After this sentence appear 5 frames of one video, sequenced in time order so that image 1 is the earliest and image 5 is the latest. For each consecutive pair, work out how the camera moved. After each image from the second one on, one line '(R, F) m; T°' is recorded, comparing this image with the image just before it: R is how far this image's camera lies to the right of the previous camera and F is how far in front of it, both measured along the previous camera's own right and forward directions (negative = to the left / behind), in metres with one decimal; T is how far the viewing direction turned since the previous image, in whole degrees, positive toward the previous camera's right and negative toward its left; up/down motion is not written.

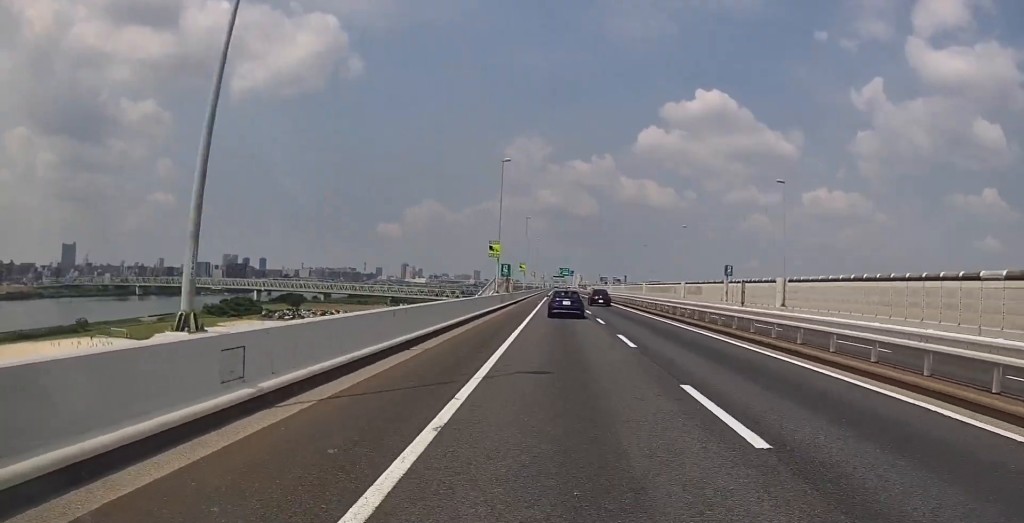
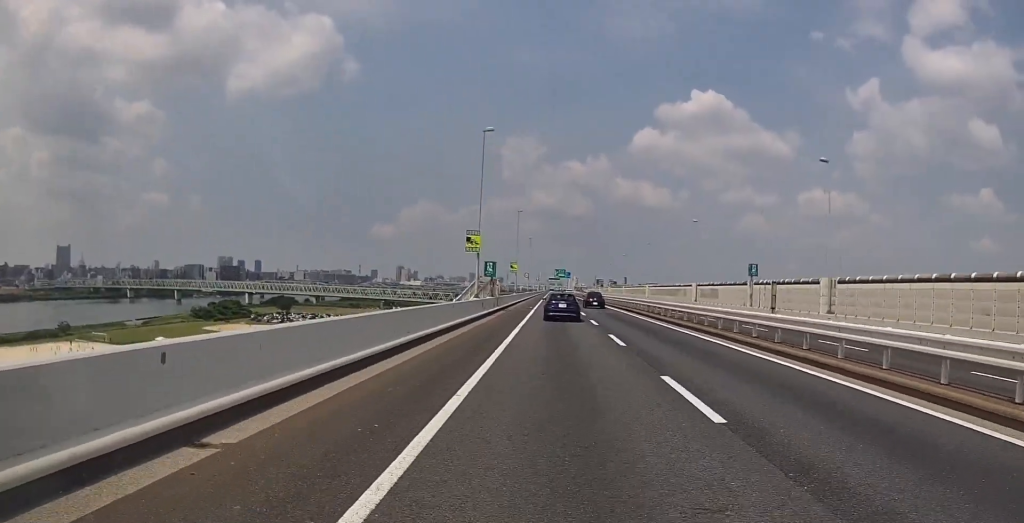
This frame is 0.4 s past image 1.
(-0.9, +8.7) m; +1°
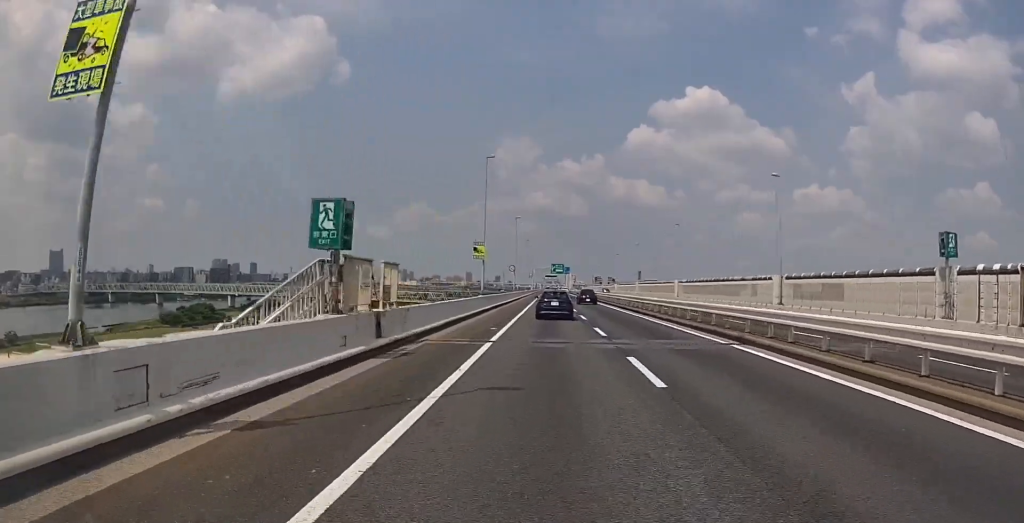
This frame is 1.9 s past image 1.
(+1.6, +28.1) m; +1°
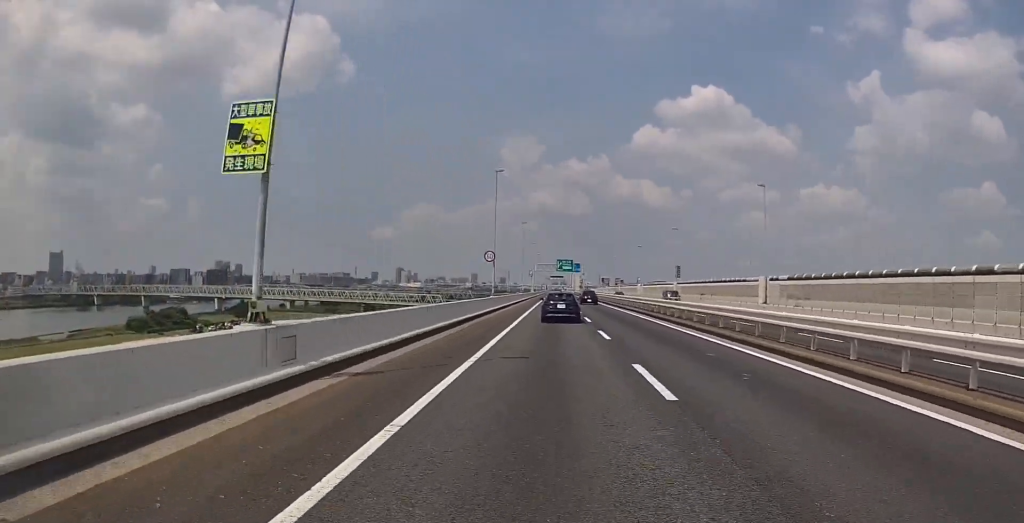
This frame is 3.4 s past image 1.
(+0.2, +30.1) m; 0°
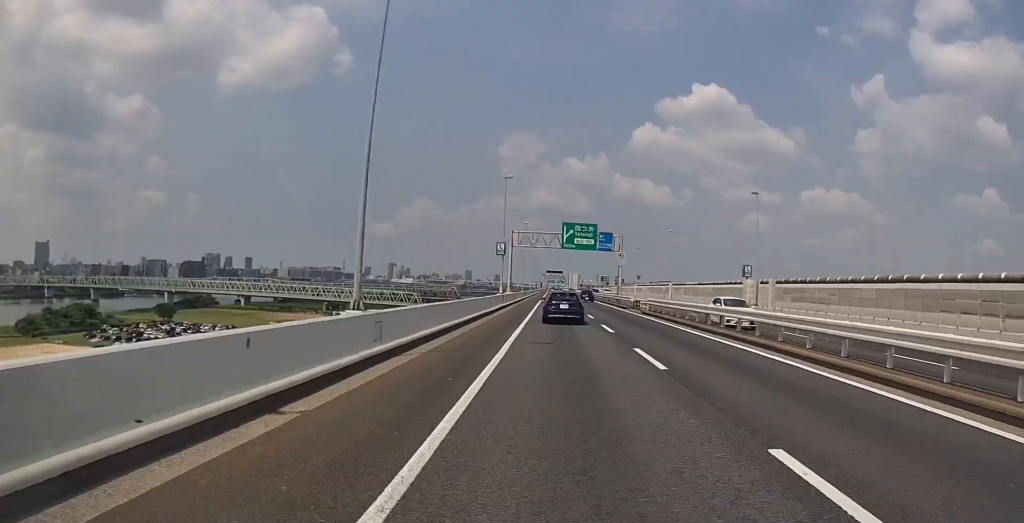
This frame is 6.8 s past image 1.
(-2.1, +67.2) m; +1°
